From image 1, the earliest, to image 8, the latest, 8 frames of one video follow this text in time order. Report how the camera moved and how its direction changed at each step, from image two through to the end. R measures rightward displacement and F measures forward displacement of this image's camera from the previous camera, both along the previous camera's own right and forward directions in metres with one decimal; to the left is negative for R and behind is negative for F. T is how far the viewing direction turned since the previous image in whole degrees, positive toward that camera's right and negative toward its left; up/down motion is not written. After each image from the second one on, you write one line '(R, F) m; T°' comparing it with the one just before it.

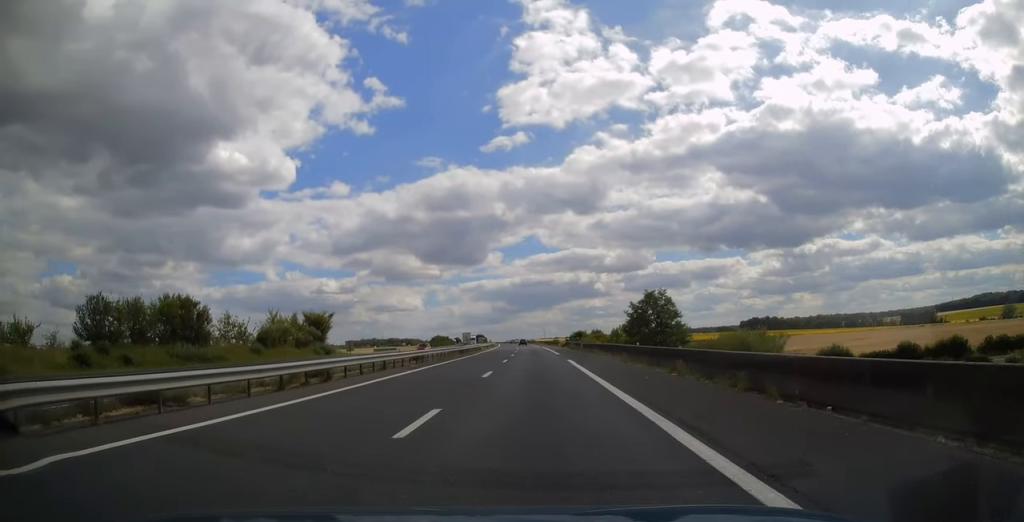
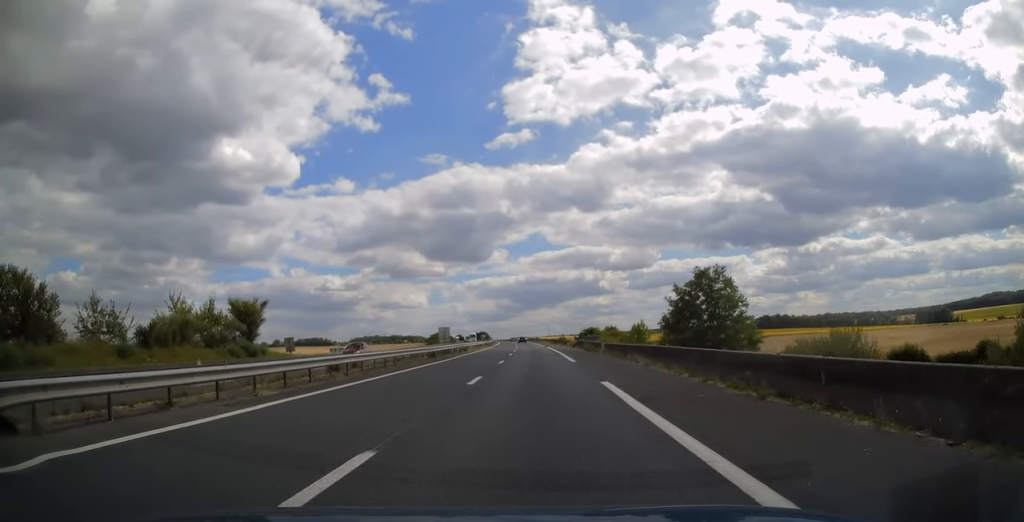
(-0.1, +17.7) m; 0°
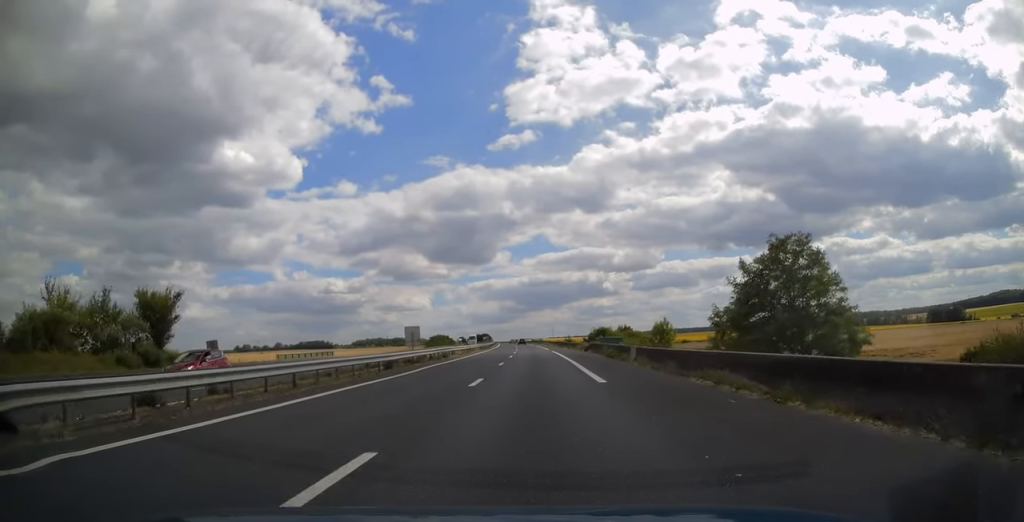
(0.0, +13.3) m; 0°
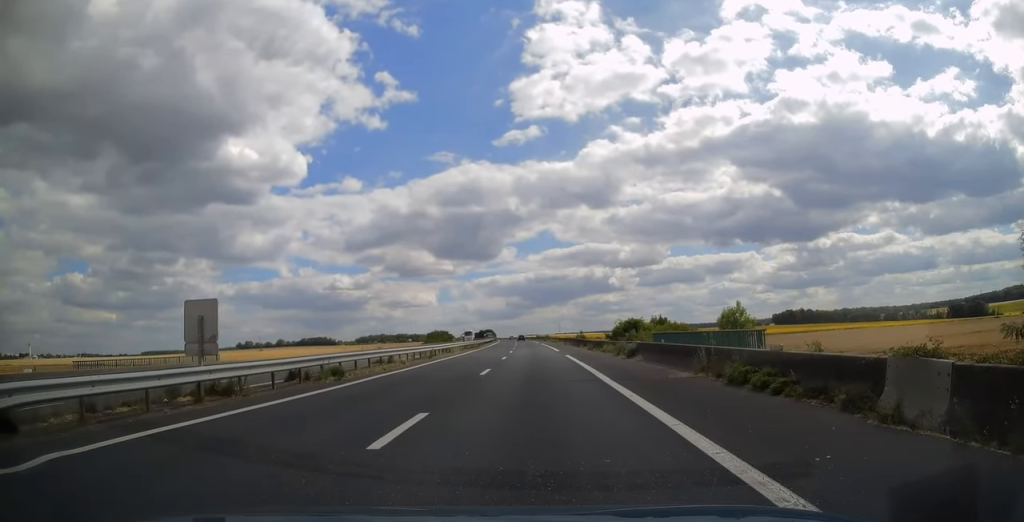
(-0.1, +23.6) m; 0°
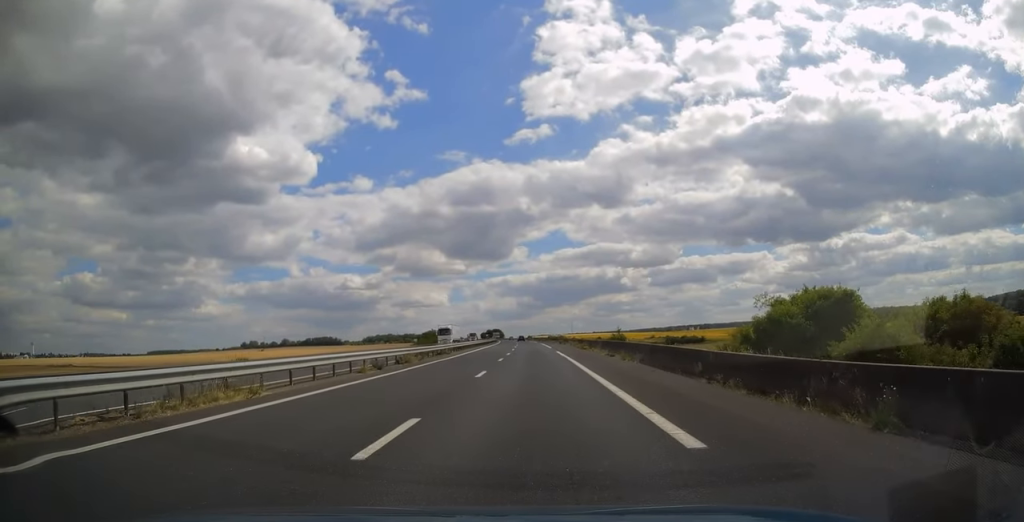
(-0.3, +40.7) m; -1°
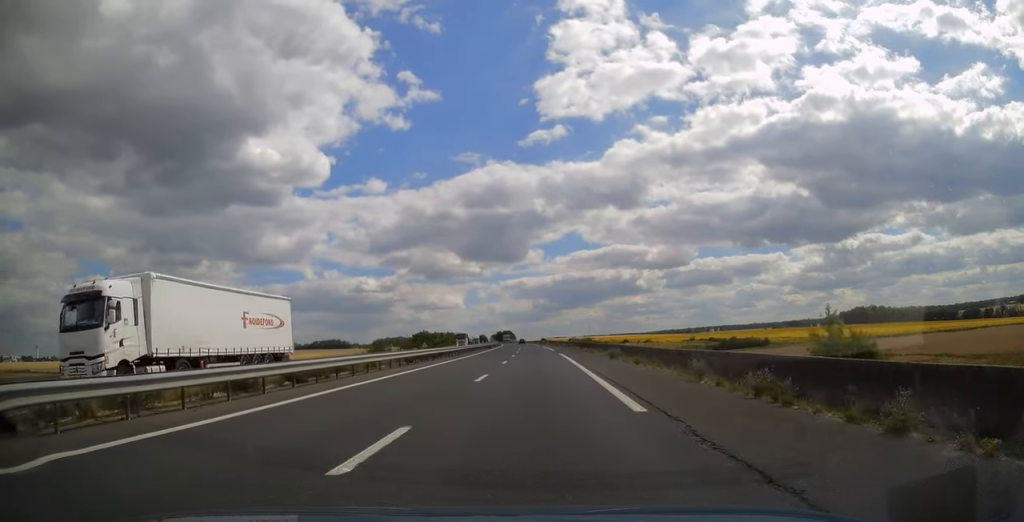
(-0.7, +50.1) m; -1°
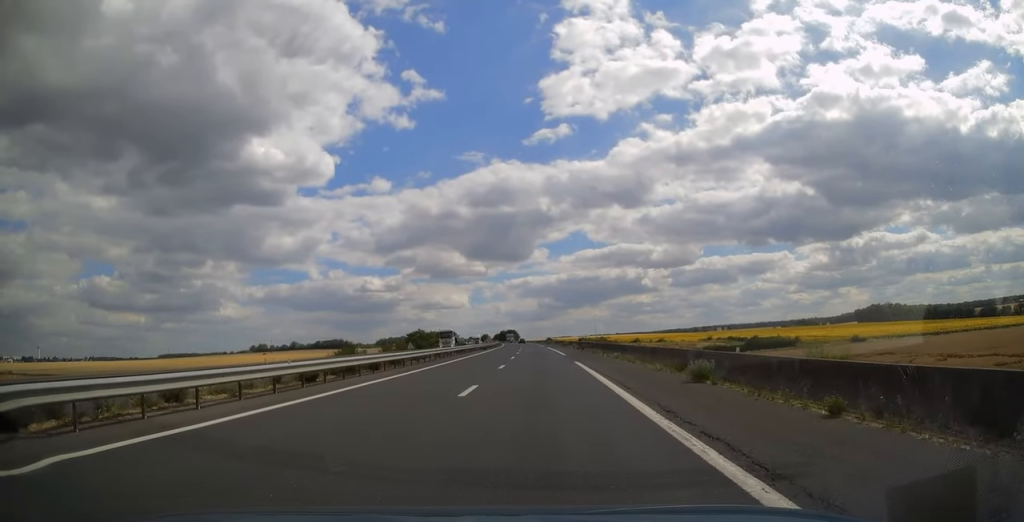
(-0.1, +17.6) m; 0°
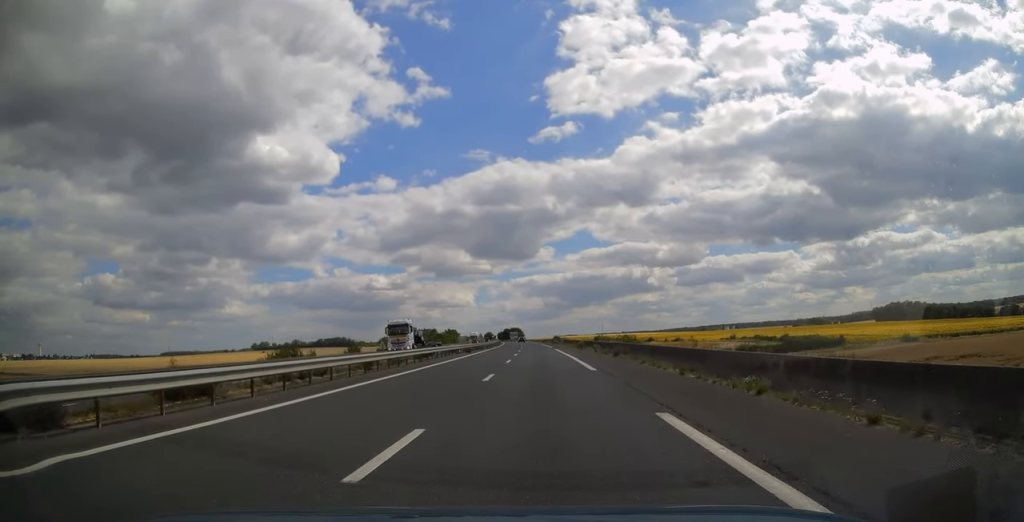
(0.0, +21.5) m; -1°
